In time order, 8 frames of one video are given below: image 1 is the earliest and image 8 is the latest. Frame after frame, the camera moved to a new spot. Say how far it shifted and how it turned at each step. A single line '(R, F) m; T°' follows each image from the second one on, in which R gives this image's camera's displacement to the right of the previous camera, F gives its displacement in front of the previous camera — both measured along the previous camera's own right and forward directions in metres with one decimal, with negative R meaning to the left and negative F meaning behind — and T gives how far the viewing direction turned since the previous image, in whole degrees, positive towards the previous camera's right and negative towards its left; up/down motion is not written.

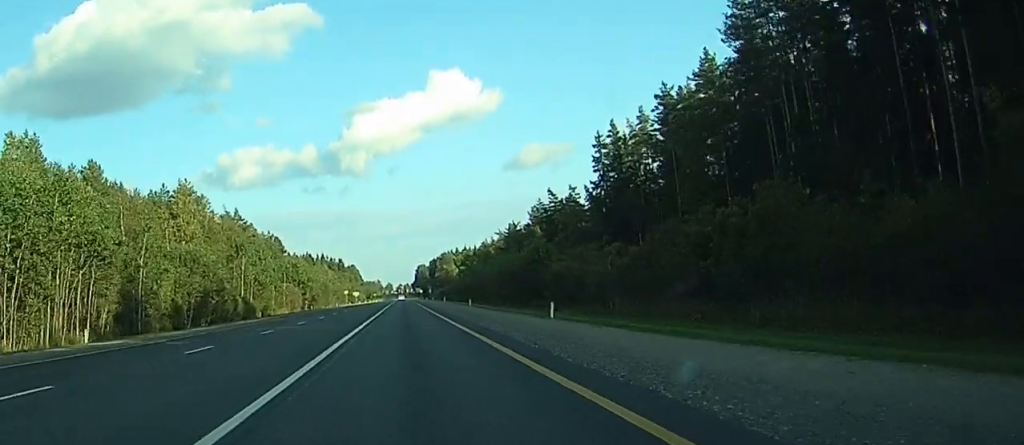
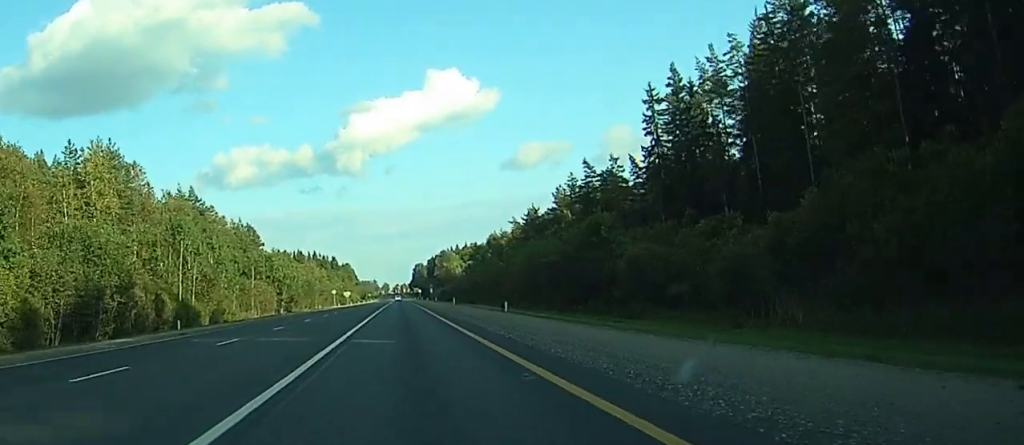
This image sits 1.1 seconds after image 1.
(0.0, +31.6) m; 0°
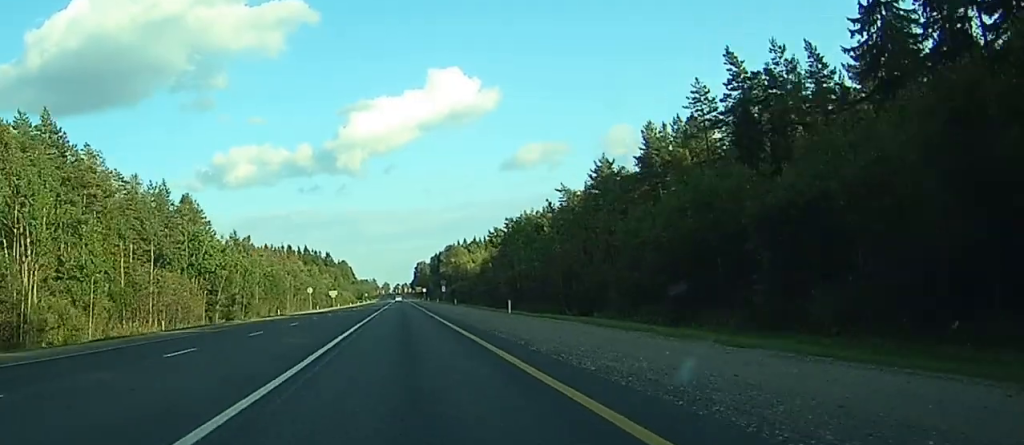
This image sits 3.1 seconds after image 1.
(0.0, +53.9) m; 0°
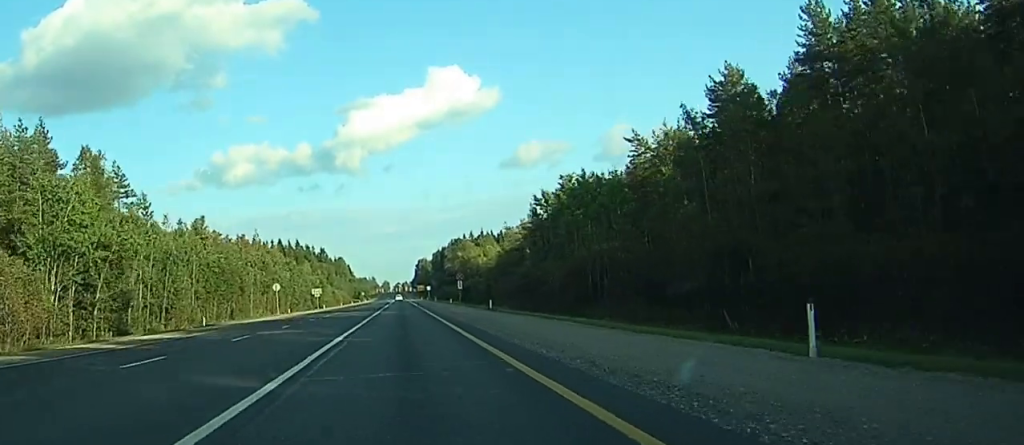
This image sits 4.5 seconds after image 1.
(-0.1, +39.1) m; 0°
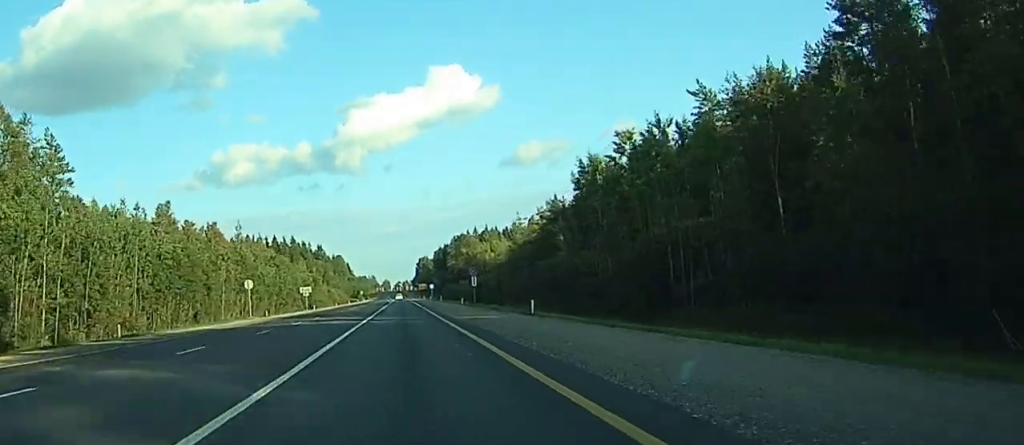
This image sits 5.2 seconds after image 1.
(0.0, +19.6) m; 0°
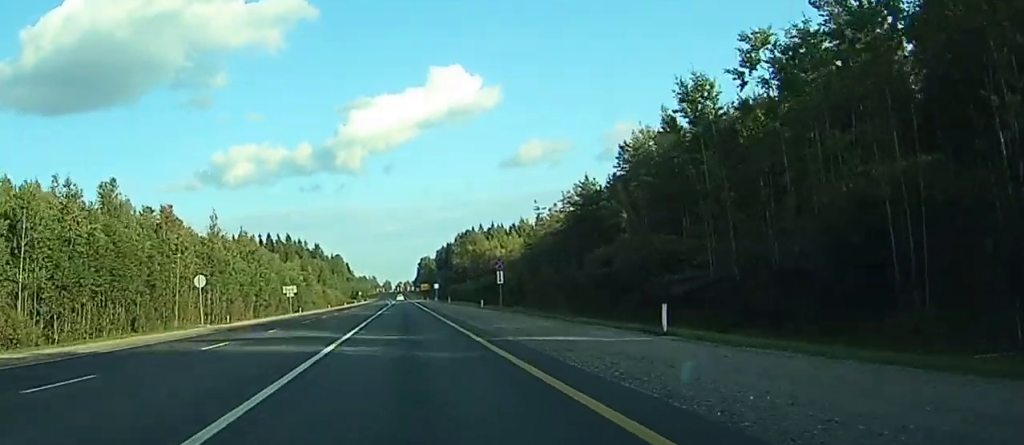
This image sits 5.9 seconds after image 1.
(0.0, +21.5) m; 0°
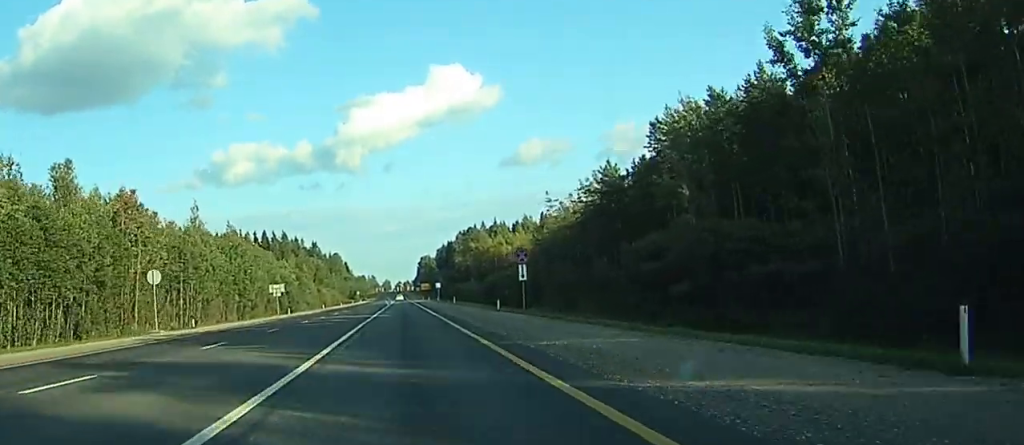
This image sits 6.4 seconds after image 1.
(0.0, +12.2) m; 0°
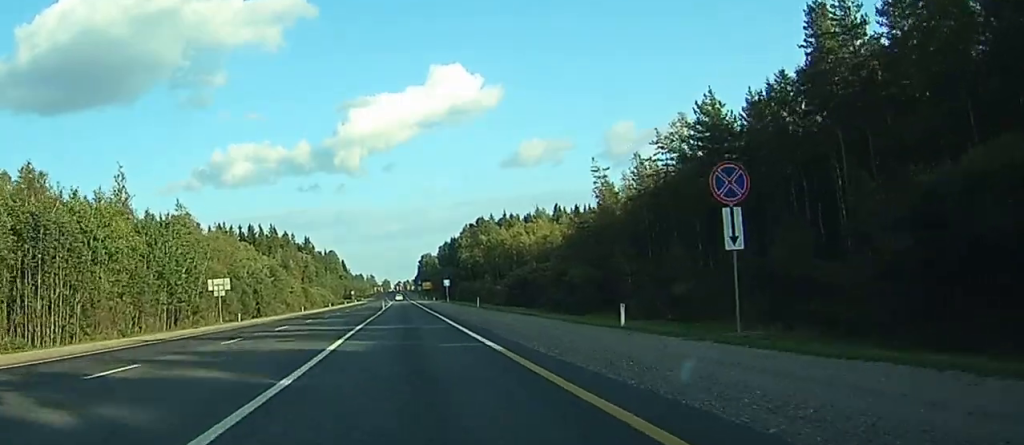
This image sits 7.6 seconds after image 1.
(0.0, +33.7) m; 0°
